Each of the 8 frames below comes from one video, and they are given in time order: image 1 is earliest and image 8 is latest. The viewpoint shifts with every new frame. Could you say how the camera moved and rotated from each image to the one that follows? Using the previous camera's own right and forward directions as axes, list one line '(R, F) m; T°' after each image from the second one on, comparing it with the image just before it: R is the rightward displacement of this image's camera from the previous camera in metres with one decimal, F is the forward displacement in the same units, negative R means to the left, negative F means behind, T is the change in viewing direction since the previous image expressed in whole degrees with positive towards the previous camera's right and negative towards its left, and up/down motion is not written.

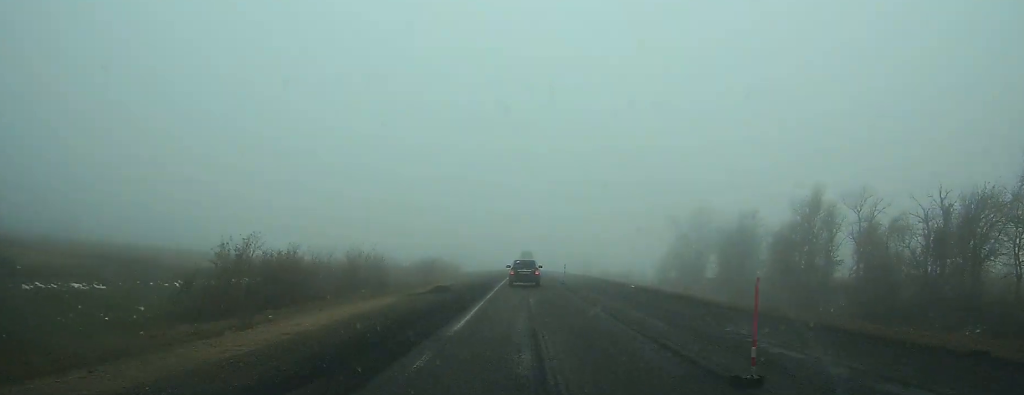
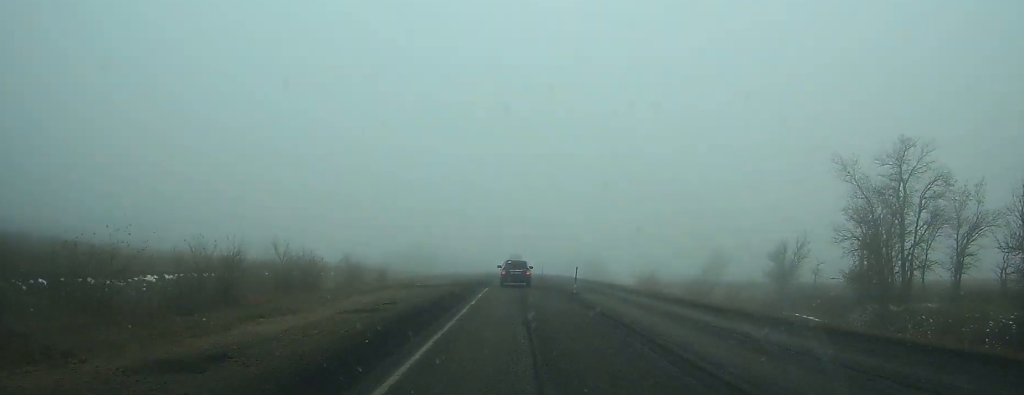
(+0.1, +46.7) m; 0°
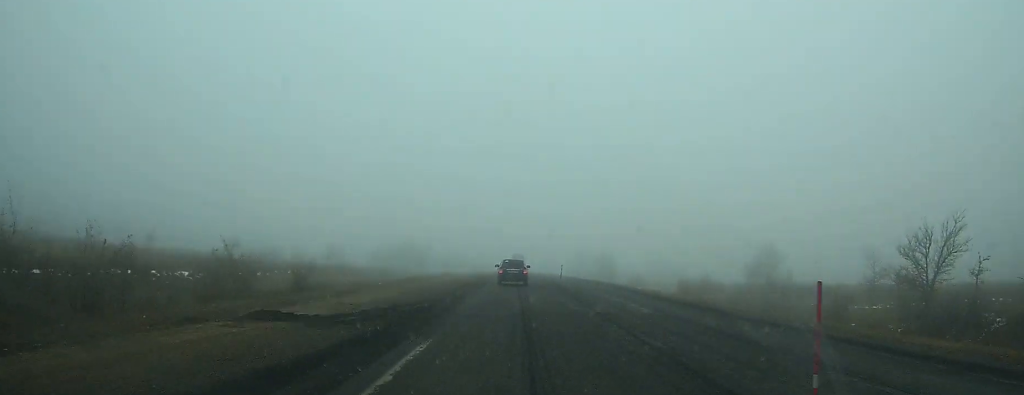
(0.0, +18.7) m; 0°
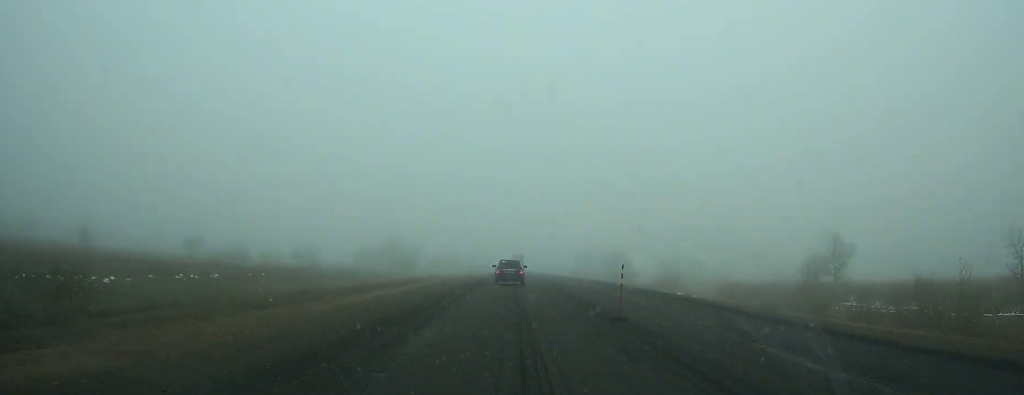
(0.0, +17.6) m; 0°
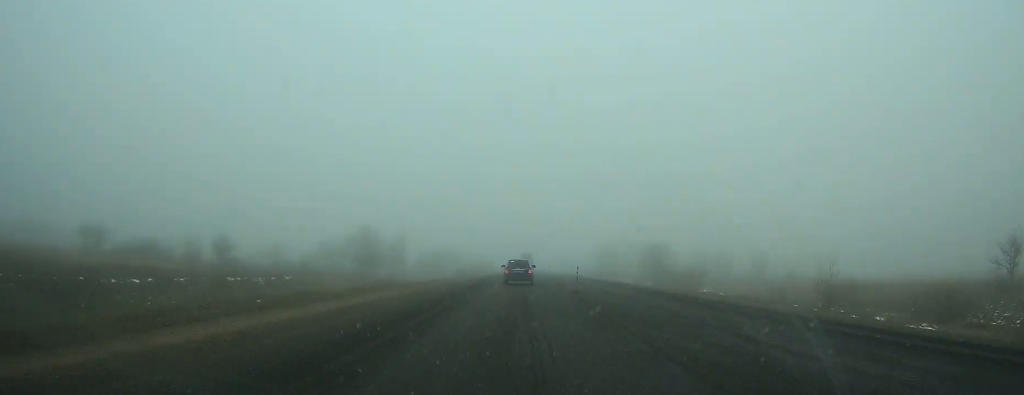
(-0.1, +31.5) m; 0°
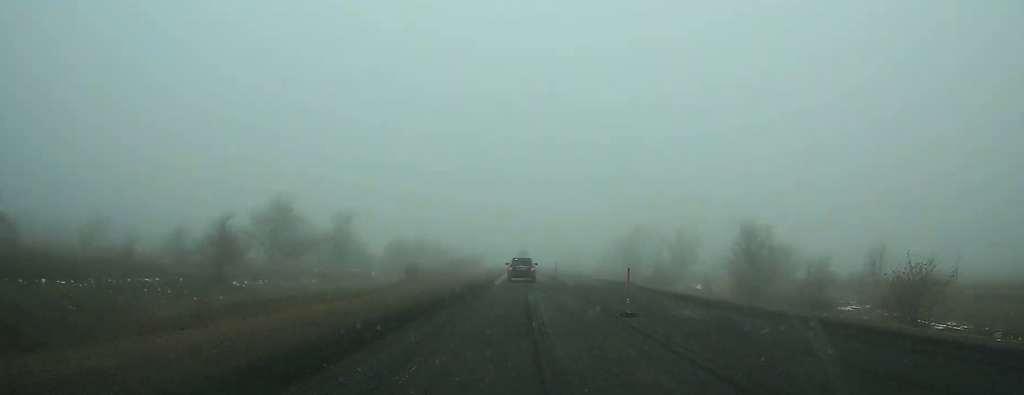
(0.0, +43.1) m; 0°
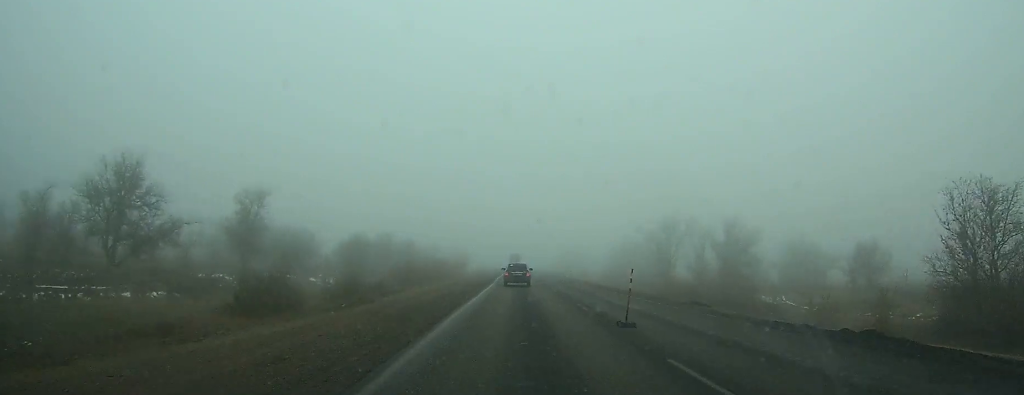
(+0.1, +33.0) m; 0°
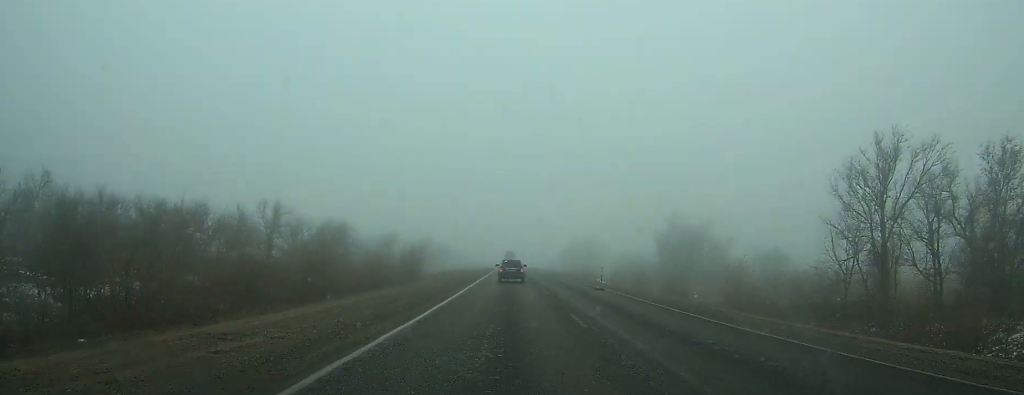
(-0.1, +52.5) m; 0°
